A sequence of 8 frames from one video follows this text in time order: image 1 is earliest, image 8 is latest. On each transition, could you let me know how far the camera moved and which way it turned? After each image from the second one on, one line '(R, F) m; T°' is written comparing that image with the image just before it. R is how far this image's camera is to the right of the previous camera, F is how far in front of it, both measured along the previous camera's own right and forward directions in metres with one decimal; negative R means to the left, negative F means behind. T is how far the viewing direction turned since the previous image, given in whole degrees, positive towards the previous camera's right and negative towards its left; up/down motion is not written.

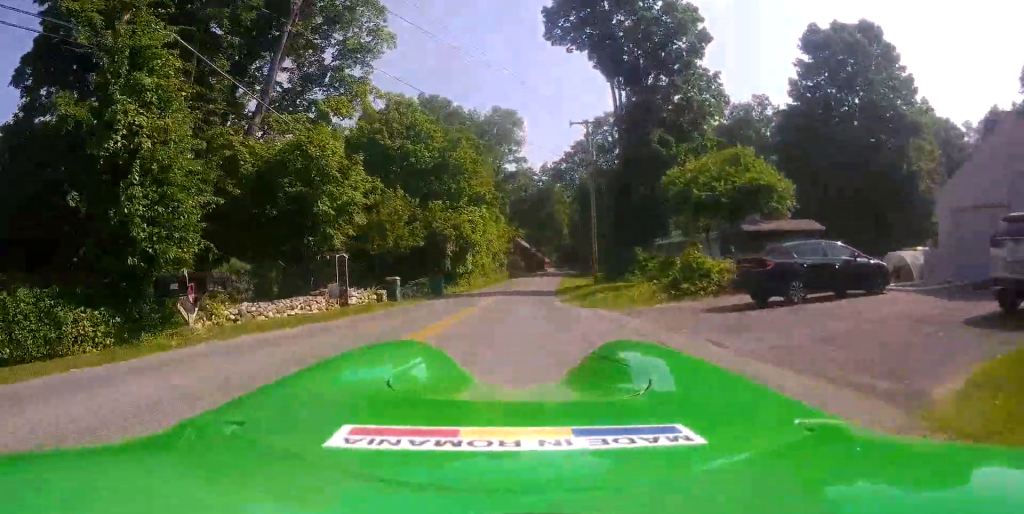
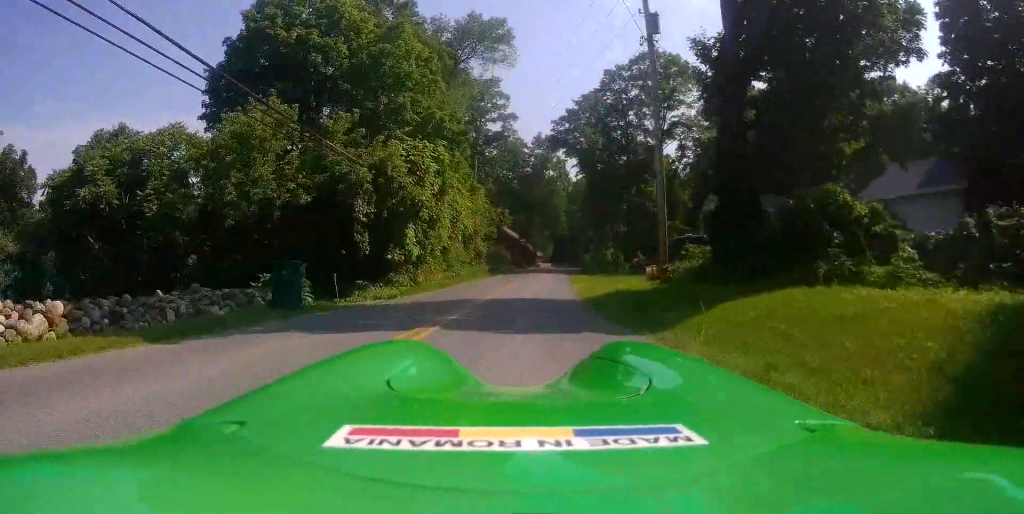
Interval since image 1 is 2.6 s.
(0.0, +23.8) m; -1°
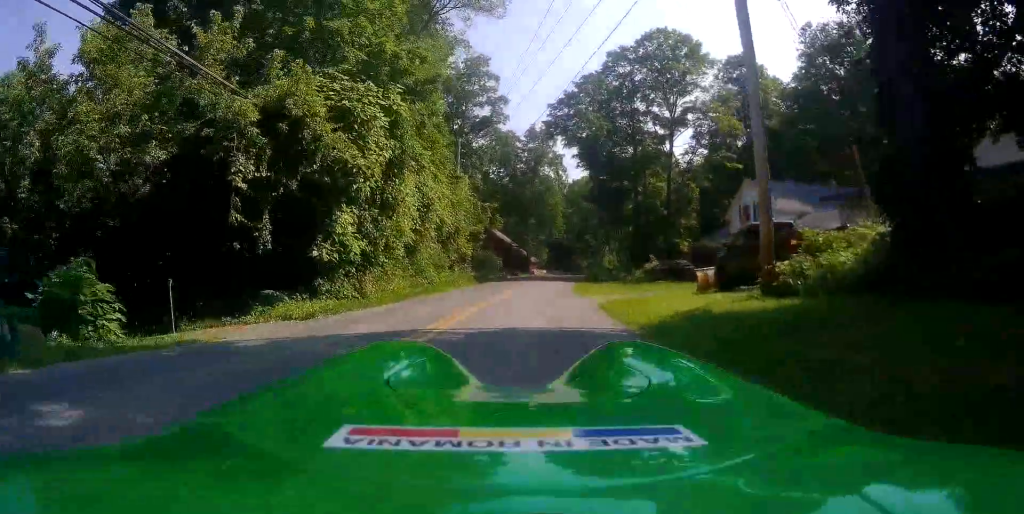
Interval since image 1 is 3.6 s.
(0.0, +9.4) m; +3°
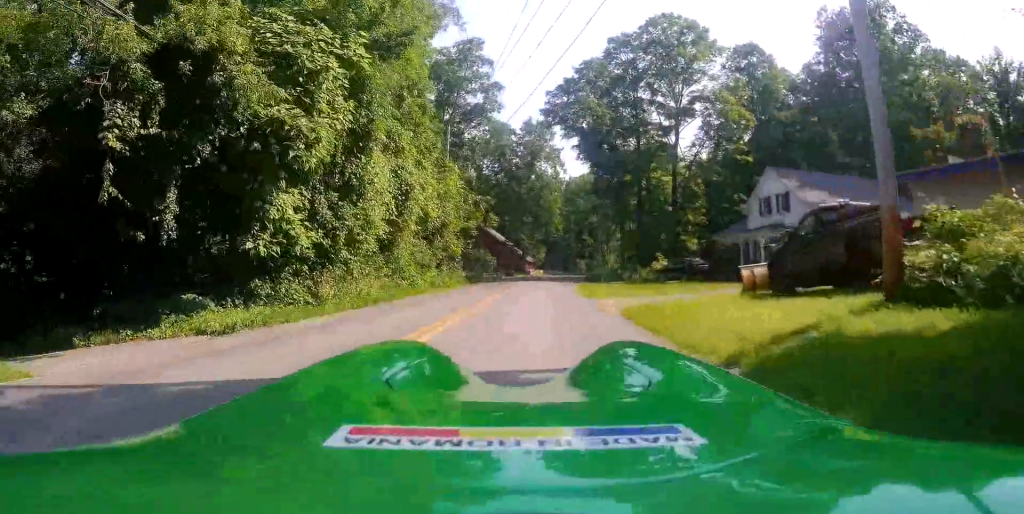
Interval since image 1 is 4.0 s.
(+0.2, +4.3) m; 0°
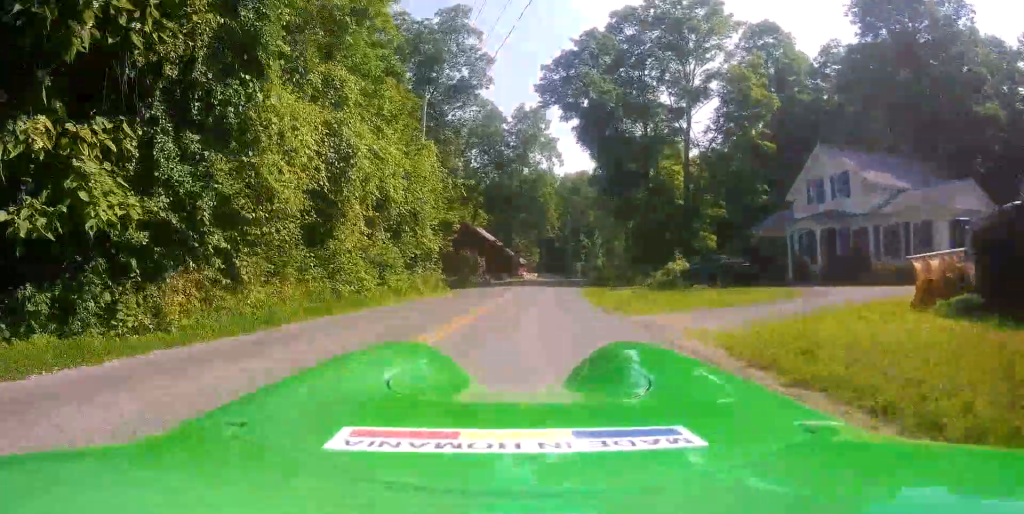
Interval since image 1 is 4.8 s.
(+0.1, +7.4) m; 0°
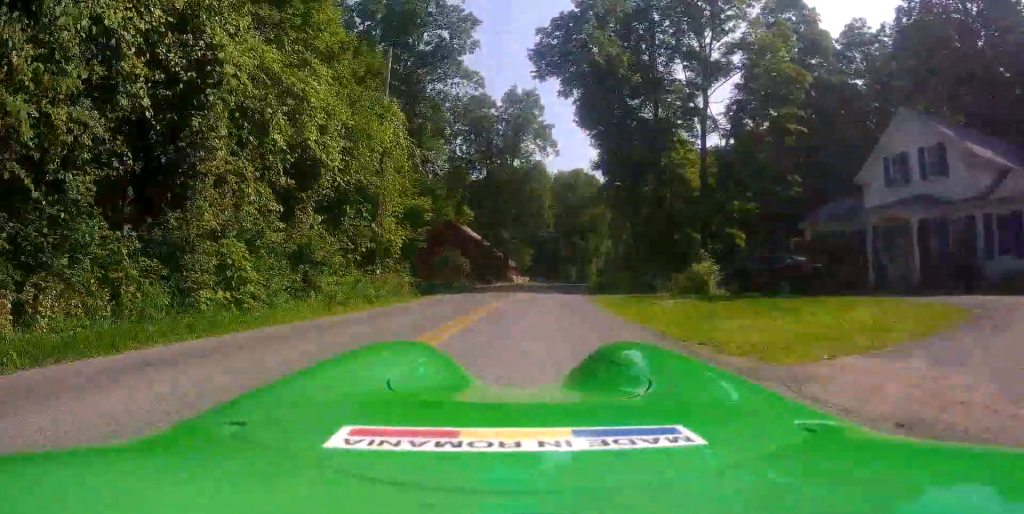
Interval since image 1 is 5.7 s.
(-0.3, +7.8) m; +1°
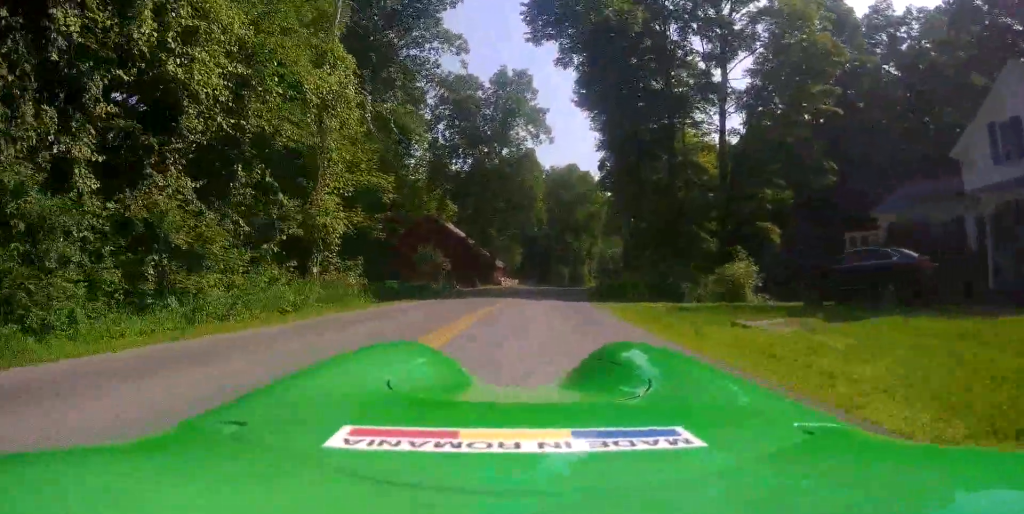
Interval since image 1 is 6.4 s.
(+0.4, +7.0) m; +3°
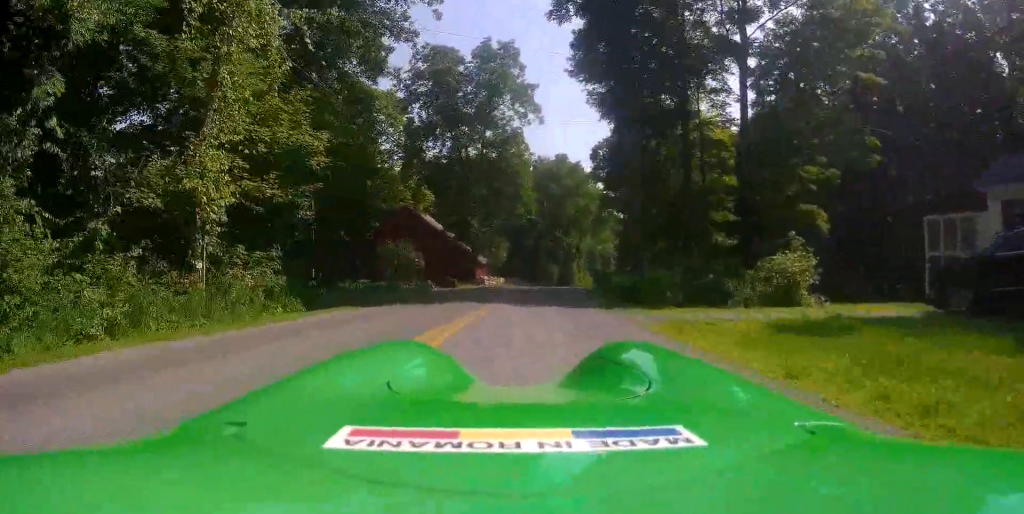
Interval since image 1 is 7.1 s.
(+0.1, +6.5) m; 0°
